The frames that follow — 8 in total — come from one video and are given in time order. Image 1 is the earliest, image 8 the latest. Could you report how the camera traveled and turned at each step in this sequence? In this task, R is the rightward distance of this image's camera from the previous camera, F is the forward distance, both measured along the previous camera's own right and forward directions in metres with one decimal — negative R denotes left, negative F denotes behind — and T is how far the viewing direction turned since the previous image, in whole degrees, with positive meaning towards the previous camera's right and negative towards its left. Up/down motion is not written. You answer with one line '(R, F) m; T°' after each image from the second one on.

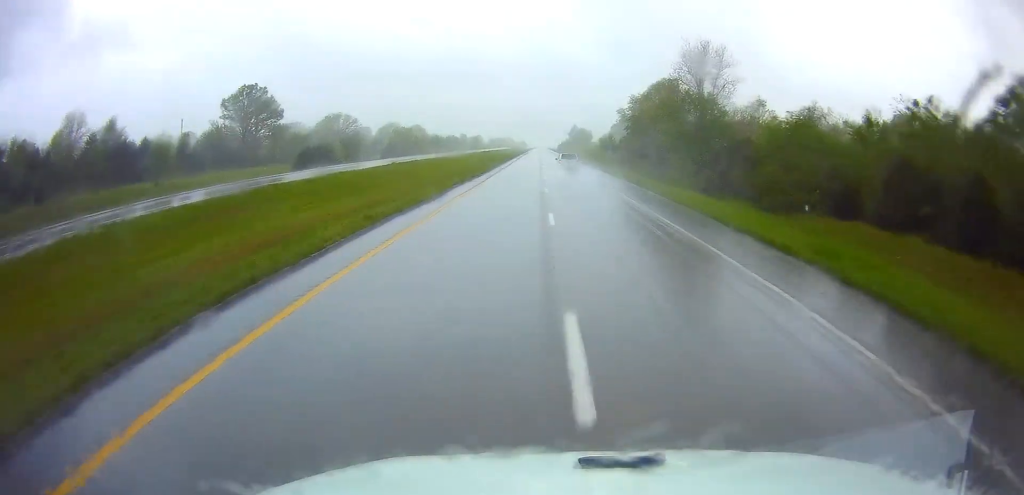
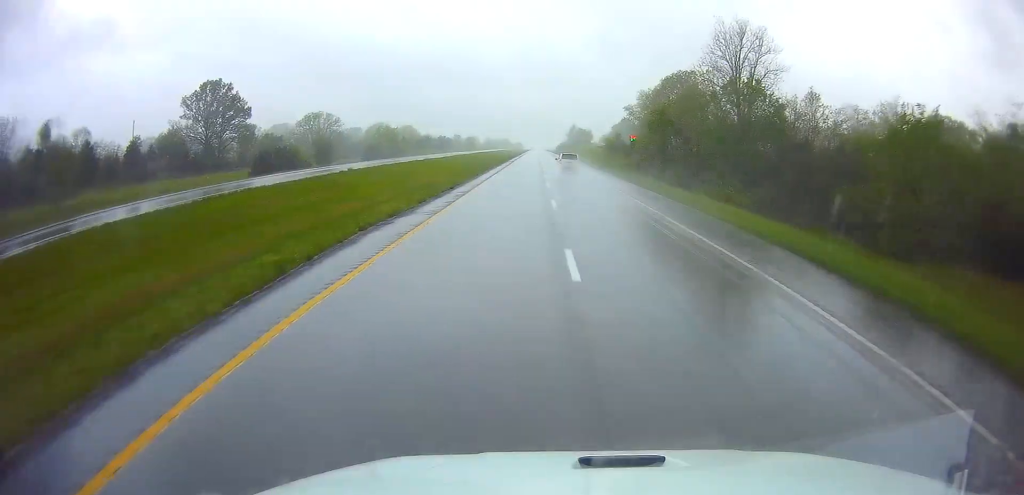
(-0.1, +19.6) m; 0°
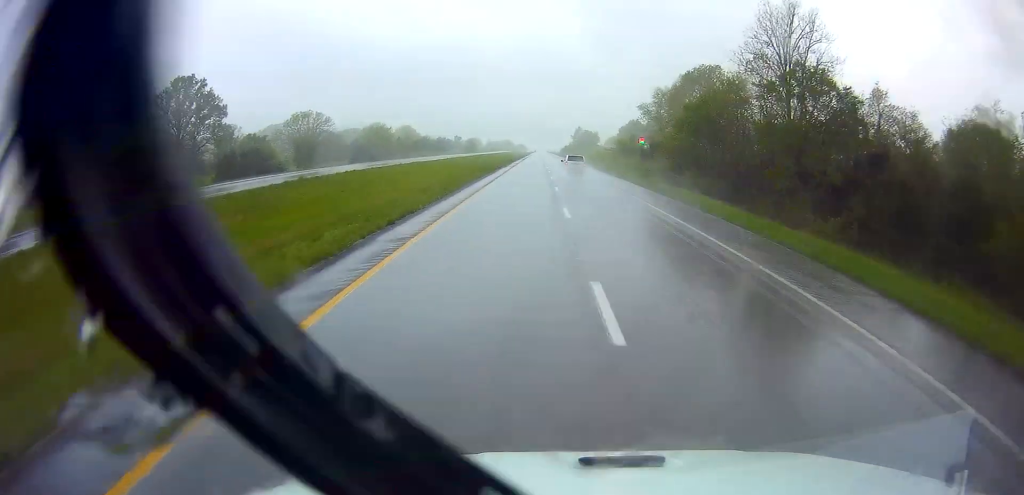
(+0.1, +15.5) m; 0°
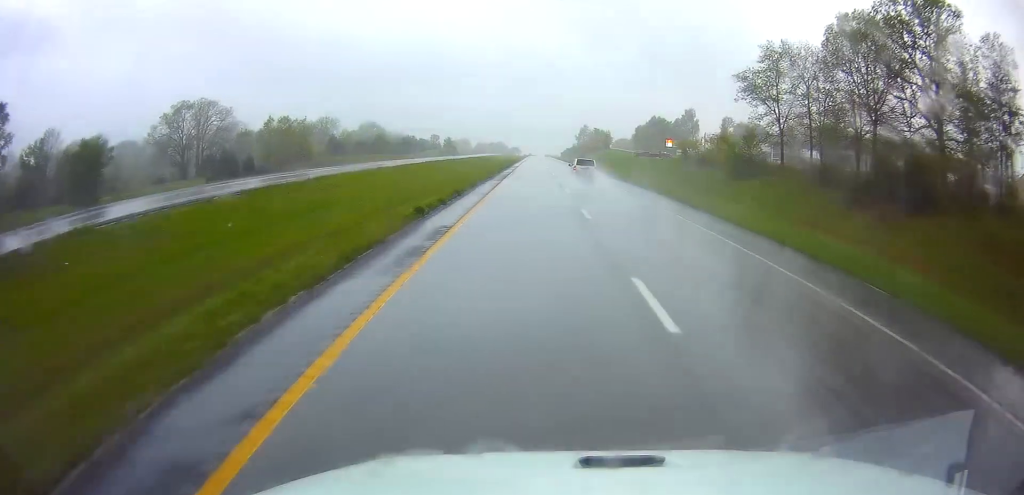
(-0.1, +73.4) m; 0°
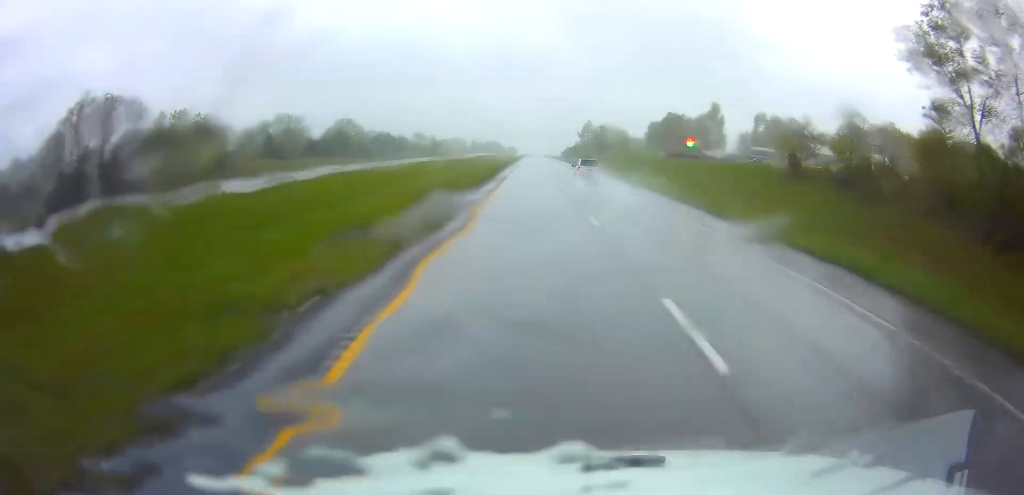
(0.0, +37.9) m; 0°
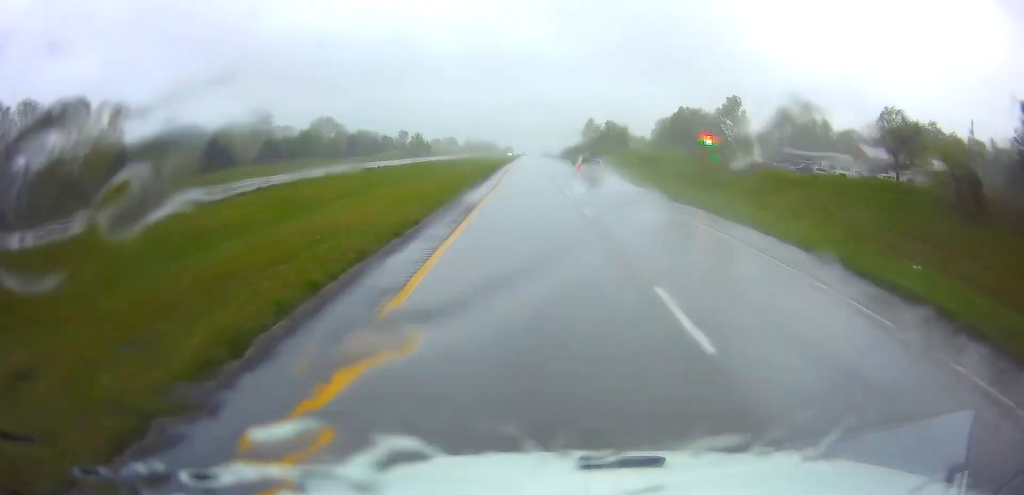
(0.0, +23.8) m; 0°
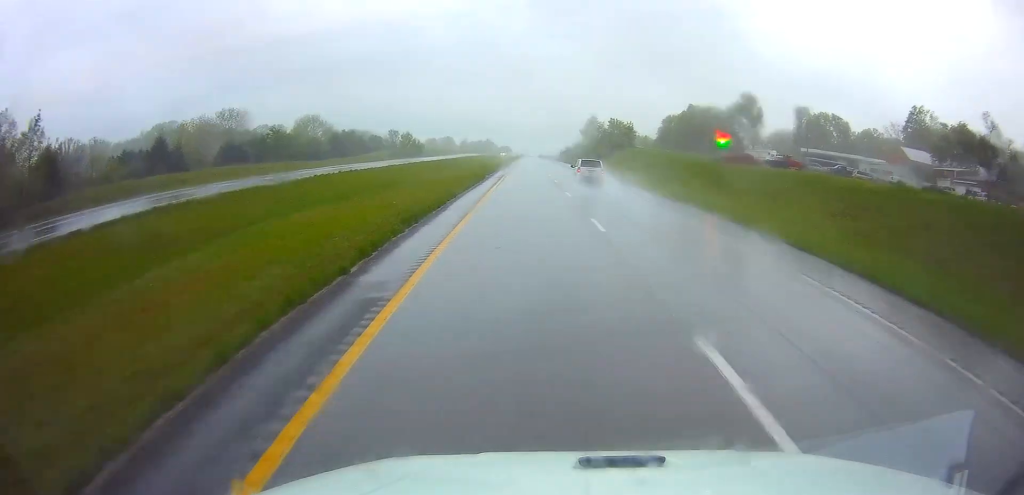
(0.0, +14.8) m; 0°
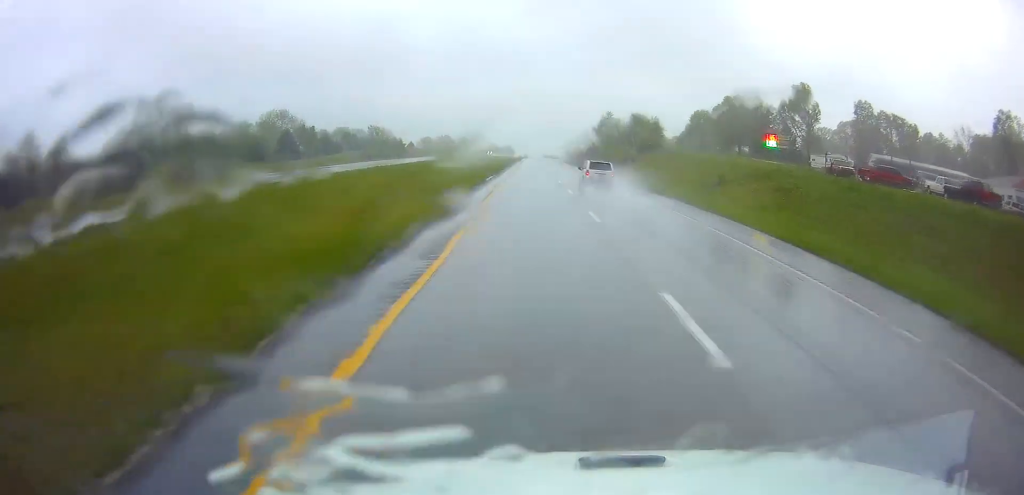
(+0.2, +34.4) m; +1°
